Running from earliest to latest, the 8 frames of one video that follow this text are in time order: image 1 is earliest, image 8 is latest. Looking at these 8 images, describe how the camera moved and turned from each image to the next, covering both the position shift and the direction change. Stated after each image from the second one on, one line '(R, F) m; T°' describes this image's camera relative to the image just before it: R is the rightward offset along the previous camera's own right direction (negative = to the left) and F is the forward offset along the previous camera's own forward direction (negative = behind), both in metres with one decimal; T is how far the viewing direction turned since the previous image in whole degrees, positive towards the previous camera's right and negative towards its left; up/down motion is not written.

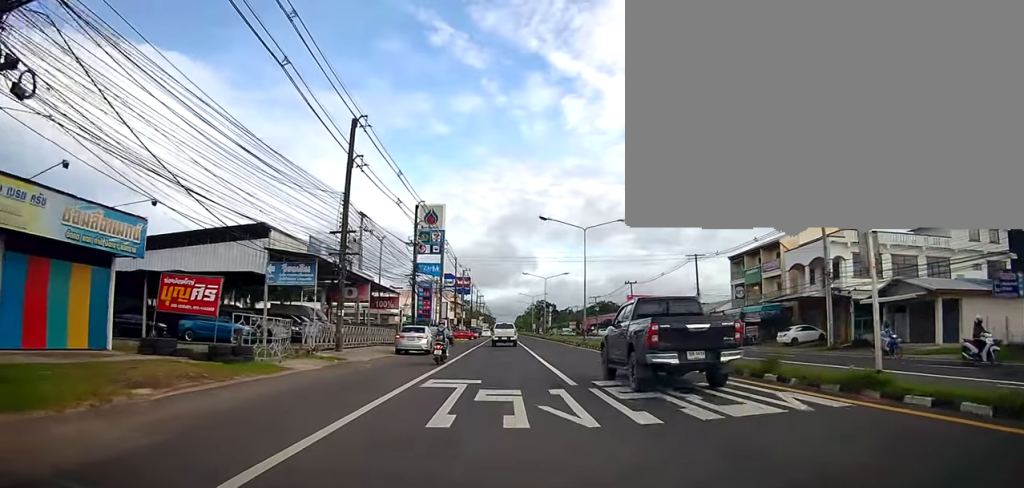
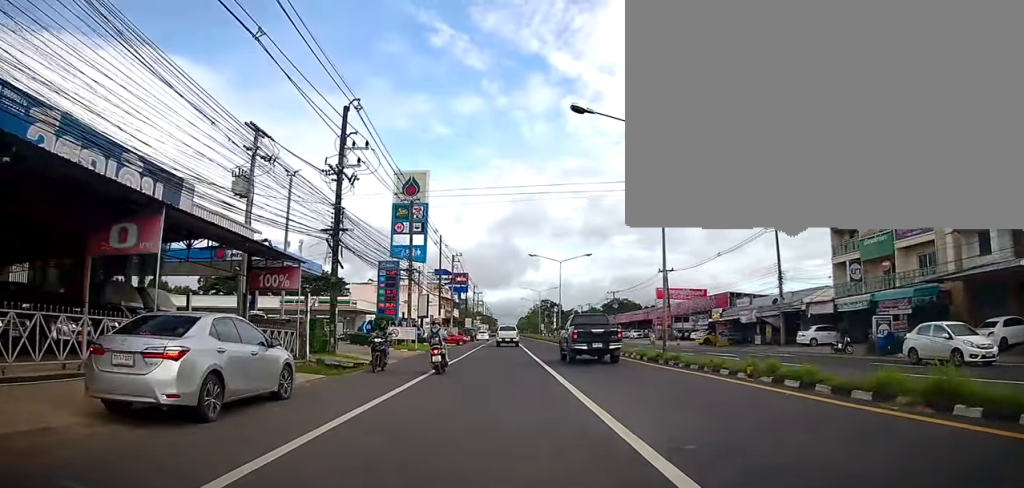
(0.0, +21.9) m; 0°
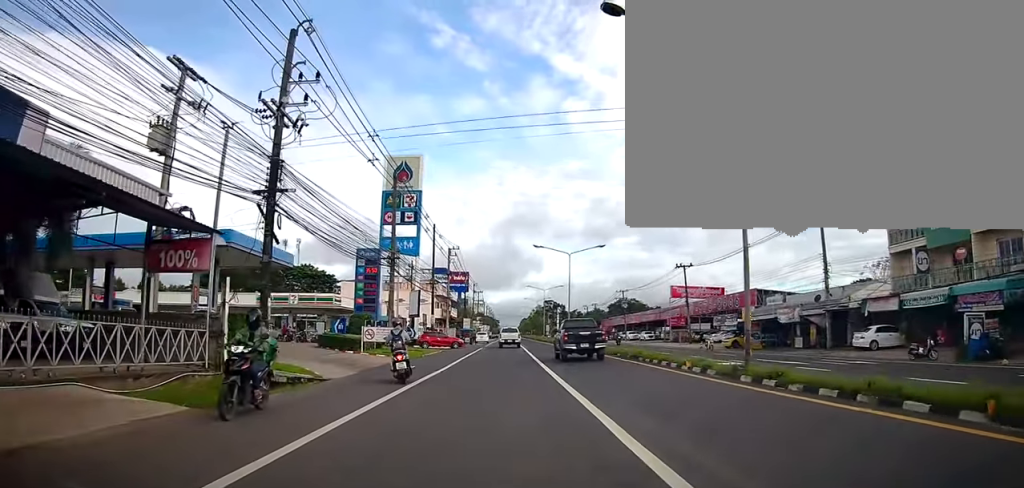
(0.0, +7.4) m; 0°
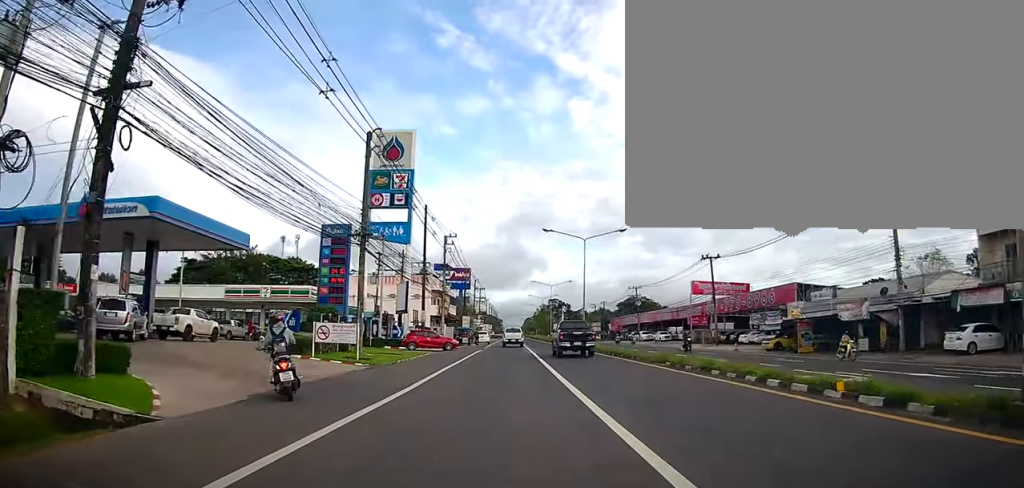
(0.0, +8.3) m; 0°
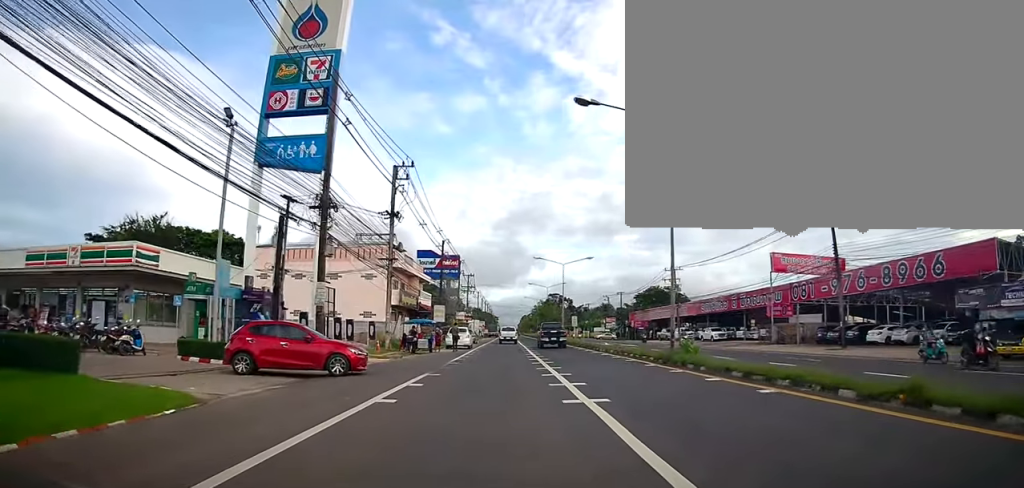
(0.0, +25.3) m; 0°
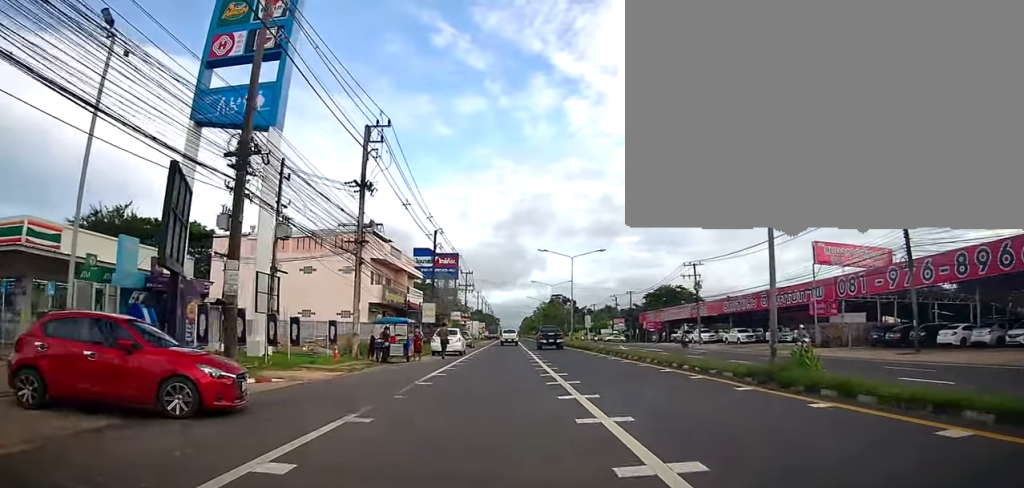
(0.0, +7.6) m; 0°
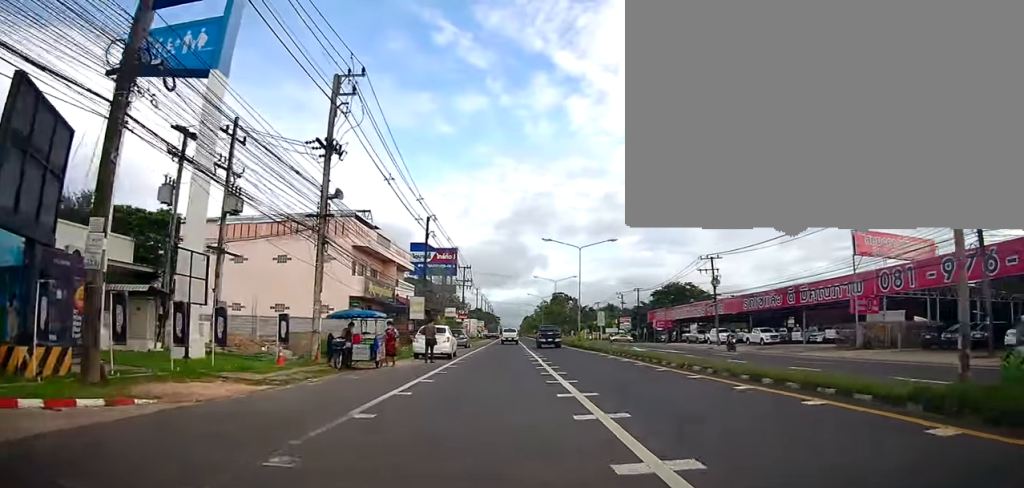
(0.0, +5.7) m; 0°
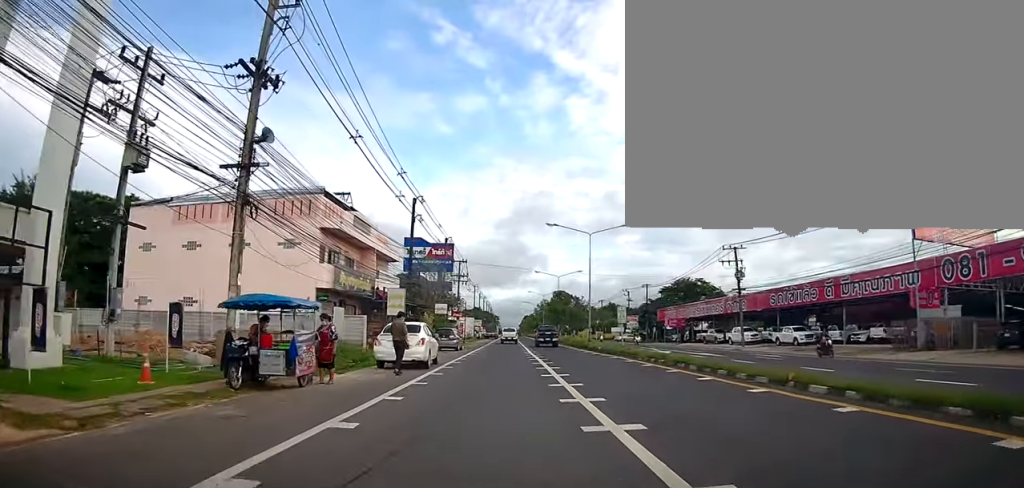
(0.0, +6.8) m; 0°
